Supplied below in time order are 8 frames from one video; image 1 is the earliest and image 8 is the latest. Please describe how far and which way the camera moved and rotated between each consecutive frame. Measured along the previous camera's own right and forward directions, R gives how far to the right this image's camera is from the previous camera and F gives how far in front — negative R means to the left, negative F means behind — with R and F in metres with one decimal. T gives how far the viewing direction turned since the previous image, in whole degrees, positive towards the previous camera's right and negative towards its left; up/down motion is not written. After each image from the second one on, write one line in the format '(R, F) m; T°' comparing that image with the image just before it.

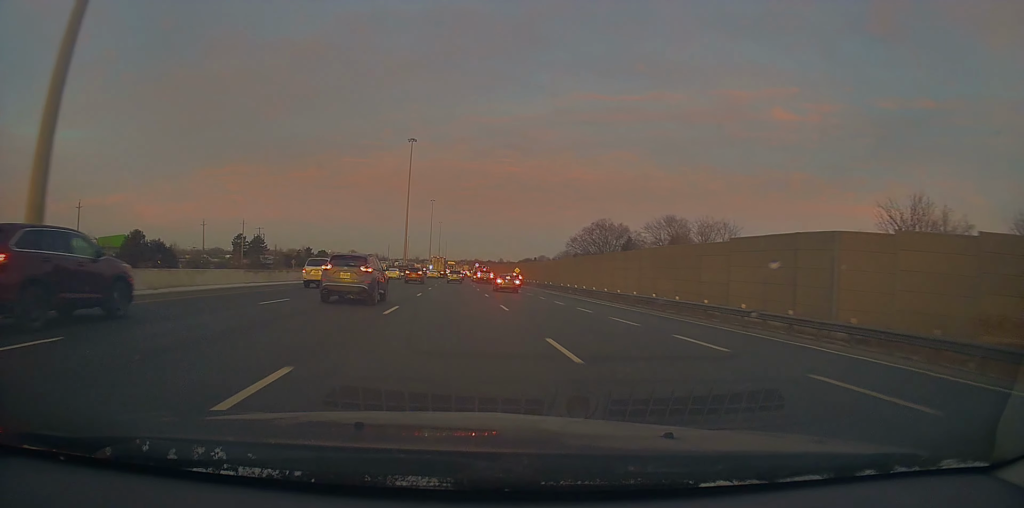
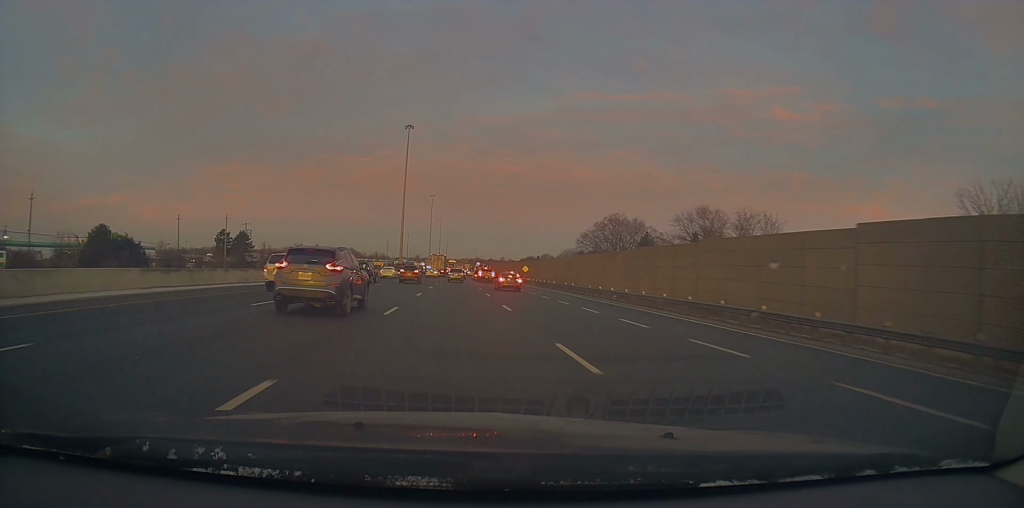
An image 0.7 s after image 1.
(0.0, +13.1) m; +1°
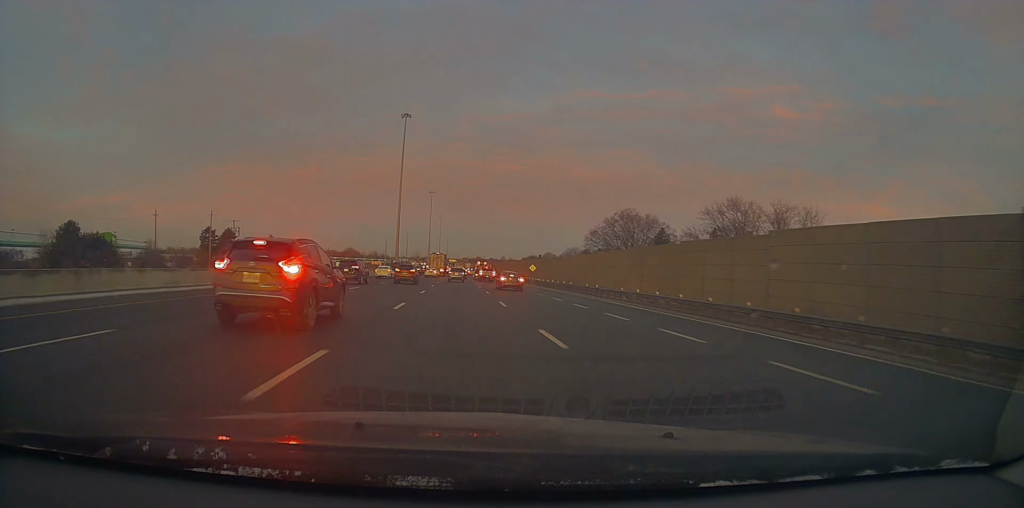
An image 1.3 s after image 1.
(+0.2, +10.1) m; 0°
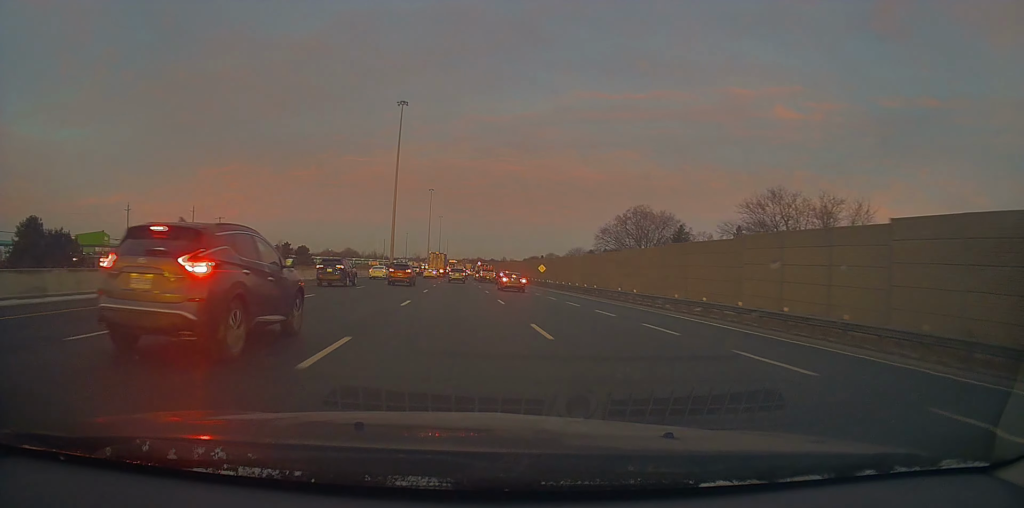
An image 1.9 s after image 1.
(+0.3, +10.6) m; 0°
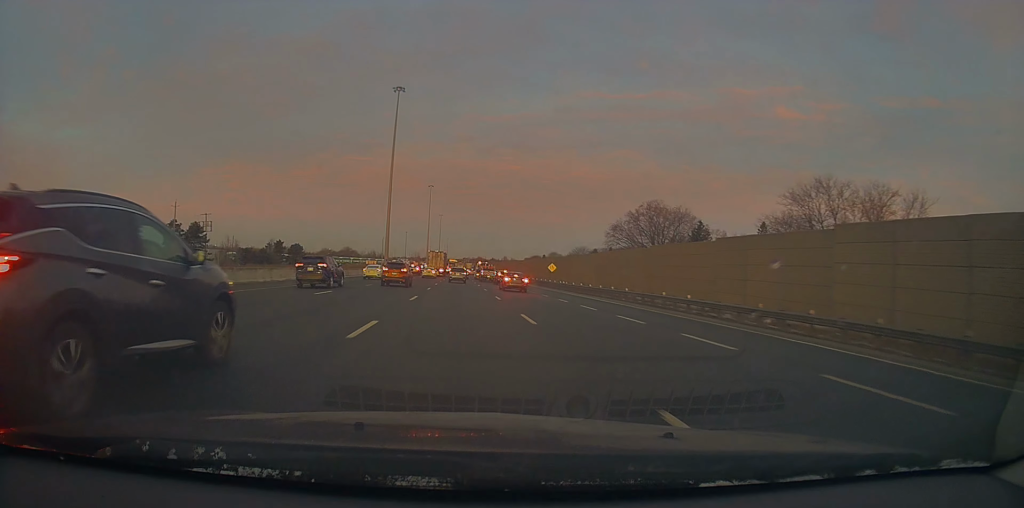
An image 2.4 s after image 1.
(-0.3, +9.3) m; -1°
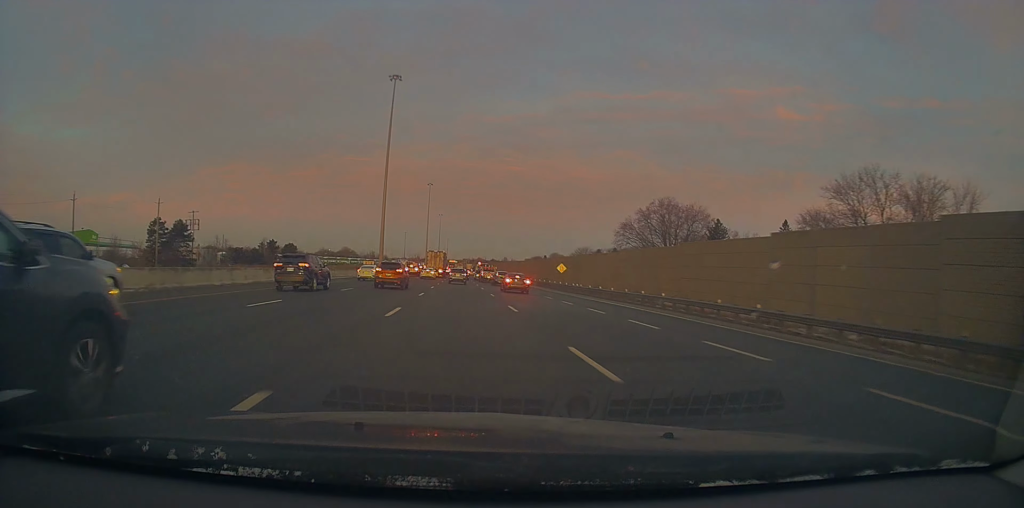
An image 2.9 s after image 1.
(-0.1, +7.6) m; -1°
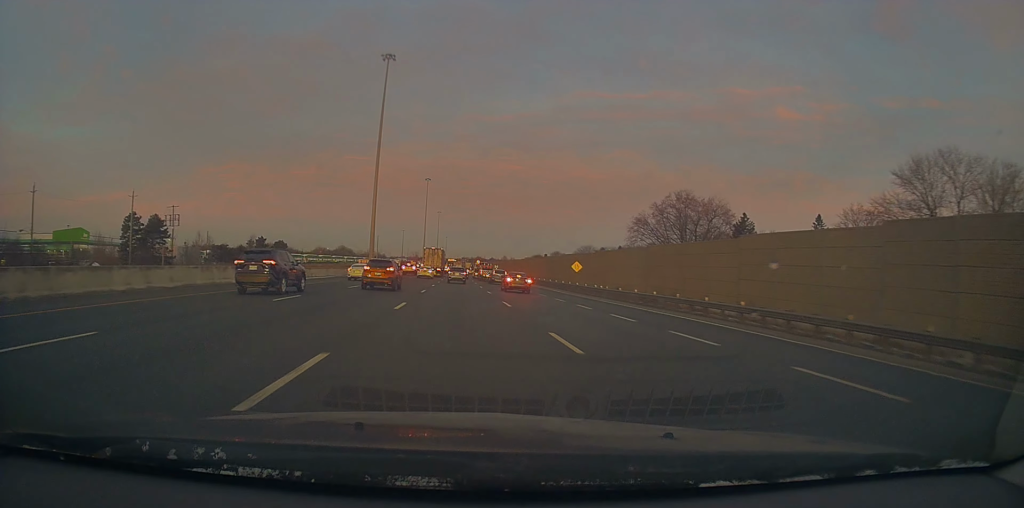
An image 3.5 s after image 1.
(0.0, +10.2) m; 0°
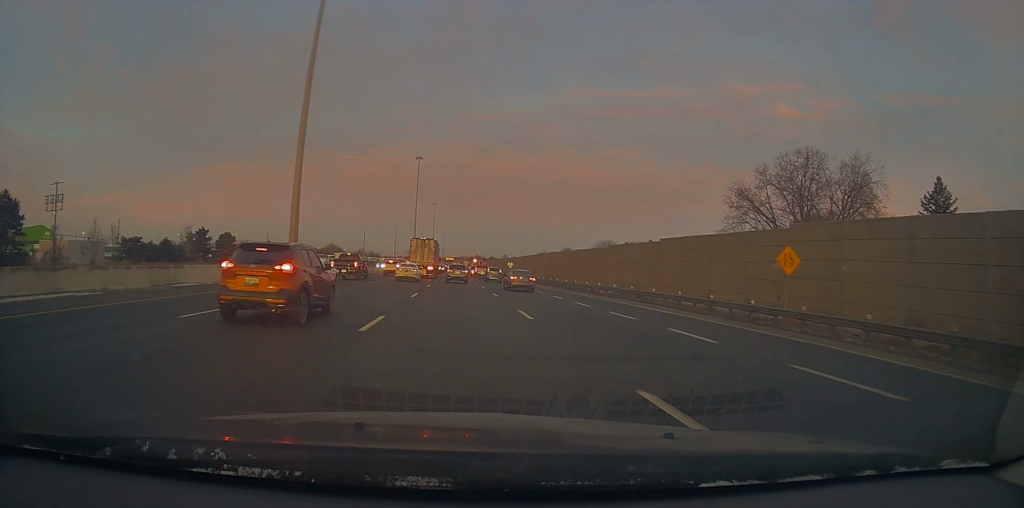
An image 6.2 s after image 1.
(-0.6, +44.3) m; +1°
